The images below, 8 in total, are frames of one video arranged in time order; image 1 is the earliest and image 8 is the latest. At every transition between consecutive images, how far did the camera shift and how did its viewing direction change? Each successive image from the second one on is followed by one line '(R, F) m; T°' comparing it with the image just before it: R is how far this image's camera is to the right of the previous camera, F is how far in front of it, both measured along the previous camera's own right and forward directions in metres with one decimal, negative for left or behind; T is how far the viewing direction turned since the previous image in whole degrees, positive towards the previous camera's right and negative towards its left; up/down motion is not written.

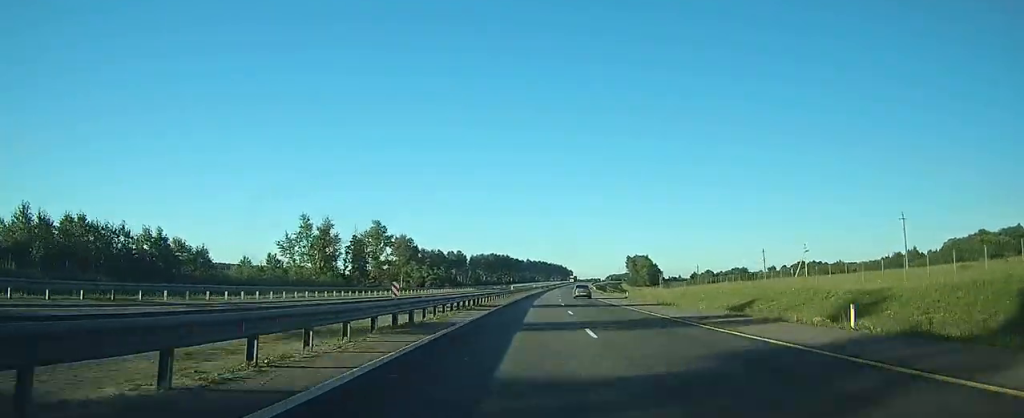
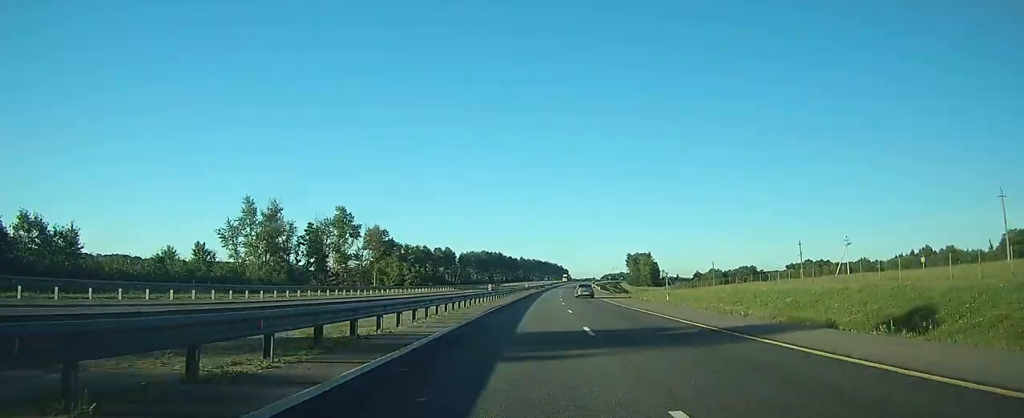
(+0.1, +23.4) m; +1°
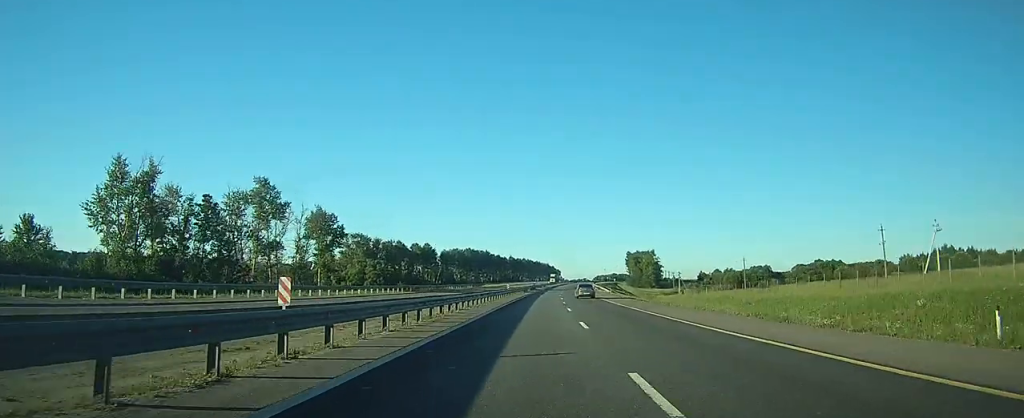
(+0.2, +33.4) m; +1°
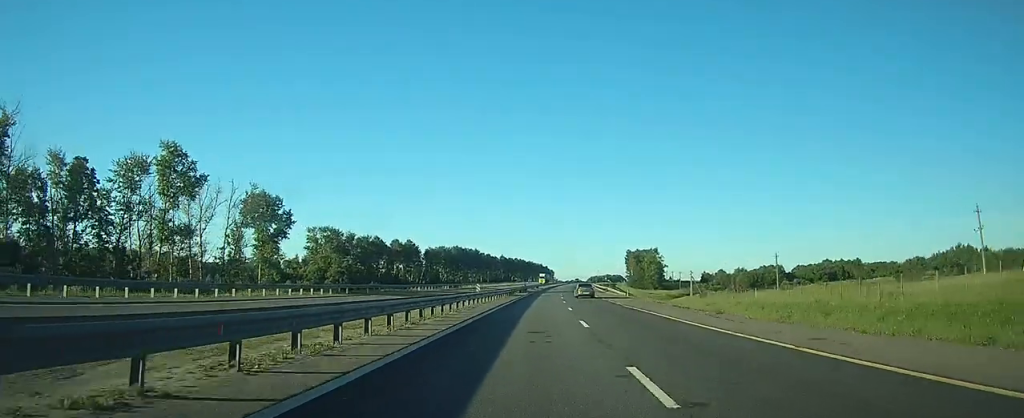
(+0.2, +23.3) m; +1°
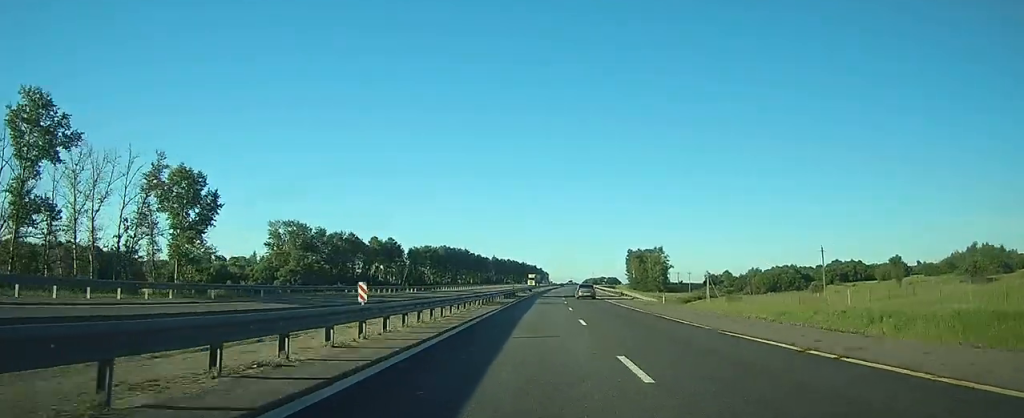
(+0.1, +22.3) m; +1°
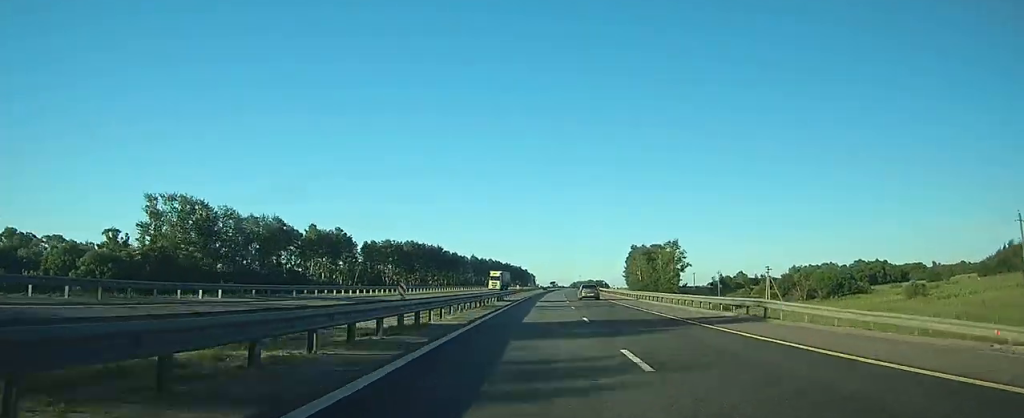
(+0.4, +46.7) m; +1°
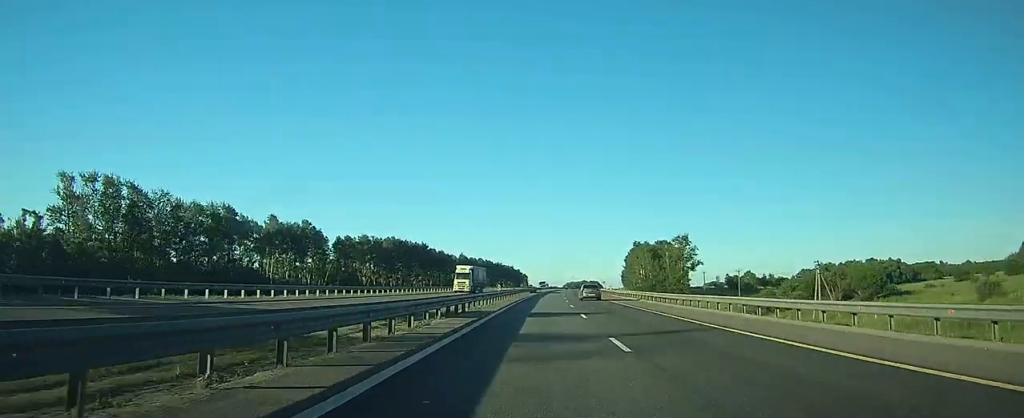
(+0.1, +21.1) m; +1°
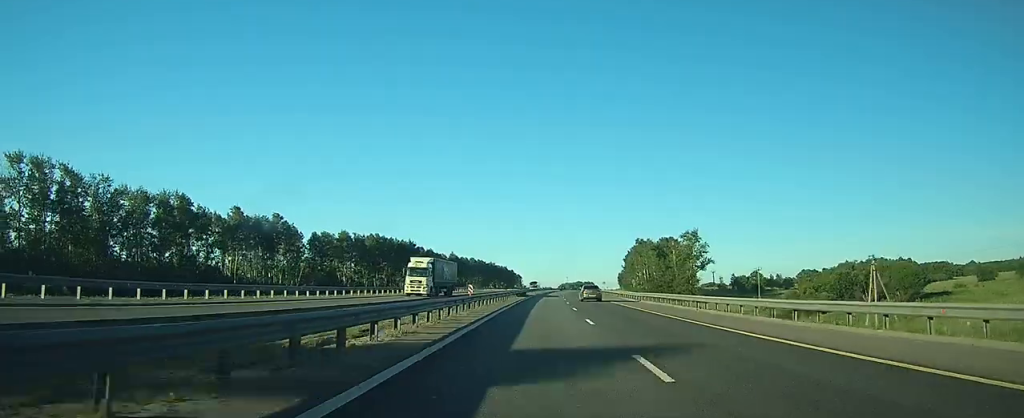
(0.0, +15.6) m; +1°
